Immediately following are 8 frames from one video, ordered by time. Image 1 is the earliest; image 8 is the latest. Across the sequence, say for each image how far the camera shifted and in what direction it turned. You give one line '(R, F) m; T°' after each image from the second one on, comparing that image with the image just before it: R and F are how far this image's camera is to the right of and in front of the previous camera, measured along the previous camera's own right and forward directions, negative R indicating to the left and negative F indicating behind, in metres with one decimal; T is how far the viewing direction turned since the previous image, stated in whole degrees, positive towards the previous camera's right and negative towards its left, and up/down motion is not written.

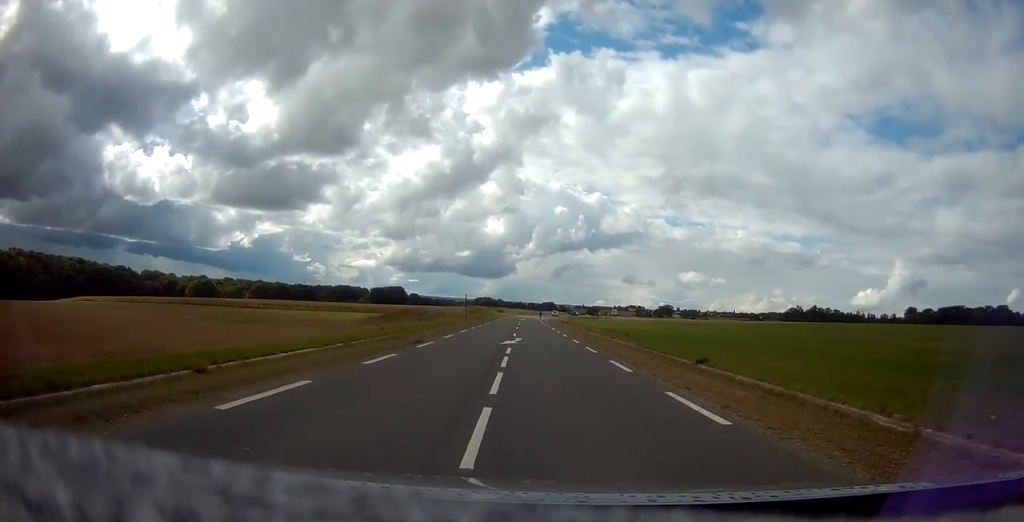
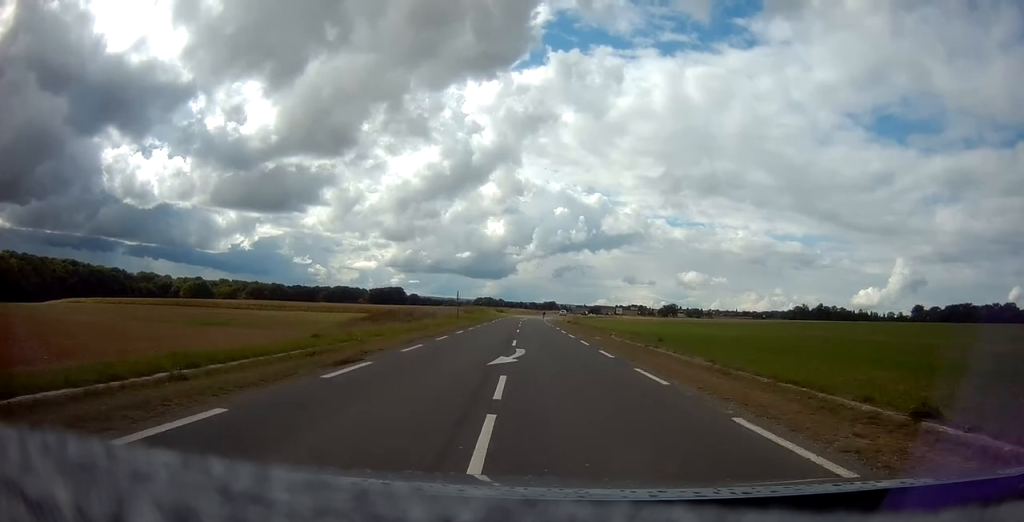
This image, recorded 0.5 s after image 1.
(-0.1, +9.5) m; 0°
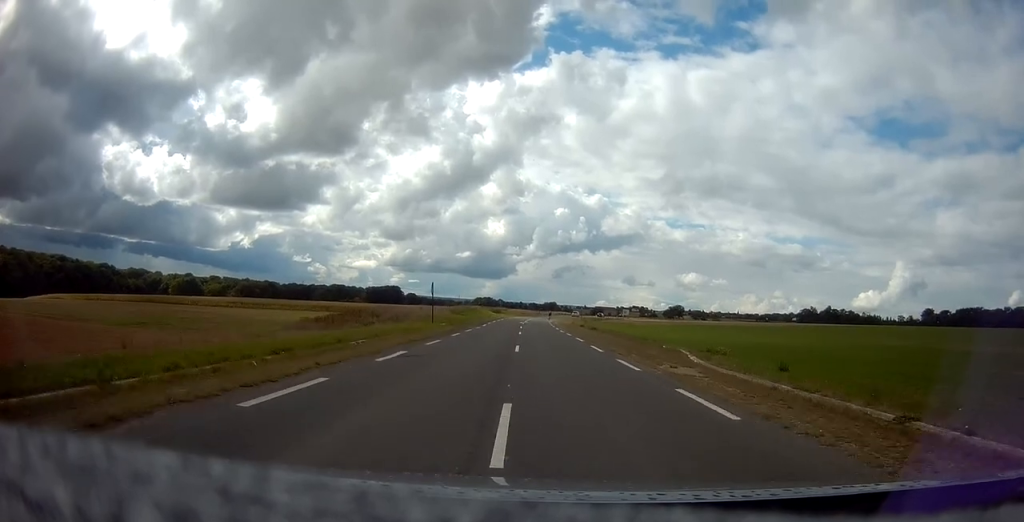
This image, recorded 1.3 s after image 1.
(+0.2, +16.2) m; 0°
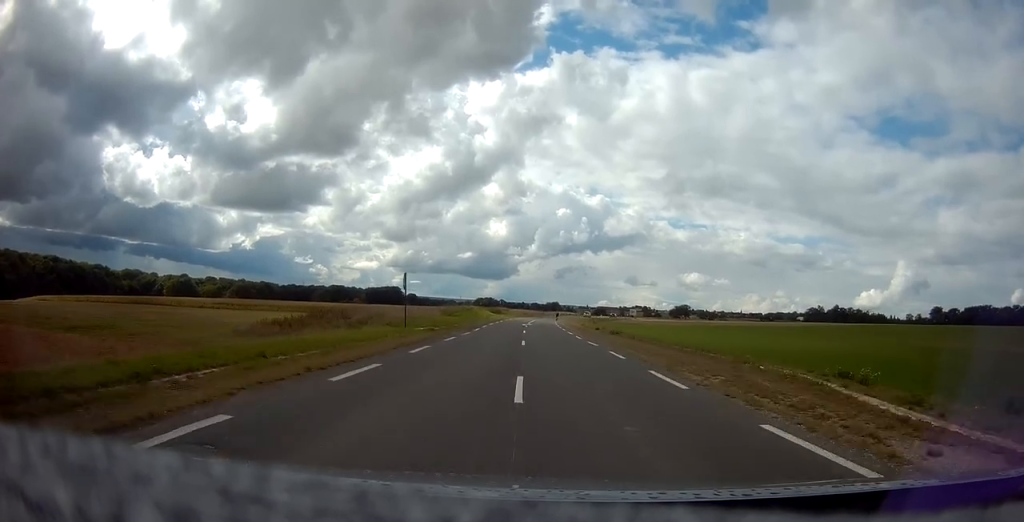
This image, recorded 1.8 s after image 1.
(-0.1, +10.1) m; 0°
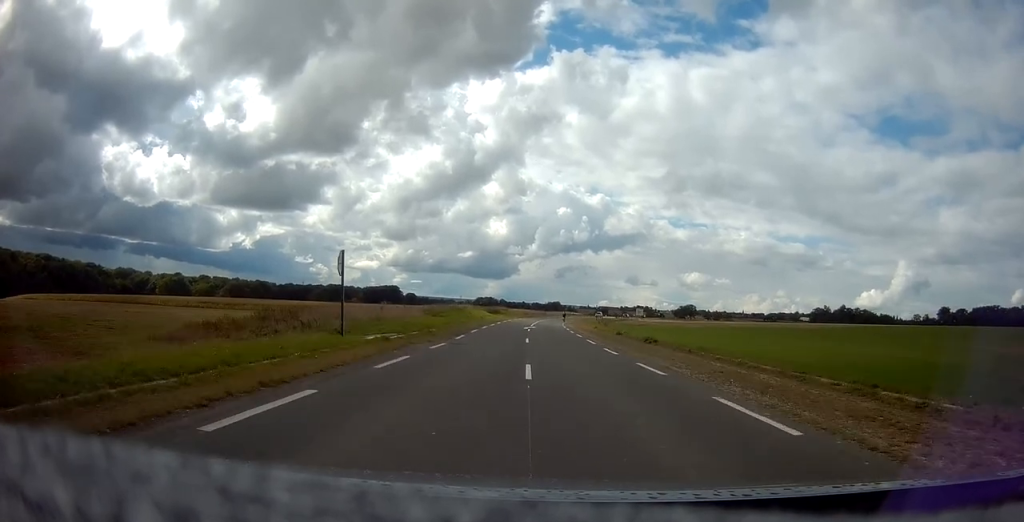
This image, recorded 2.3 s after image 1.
(-0.2, +10.7) m; 0°
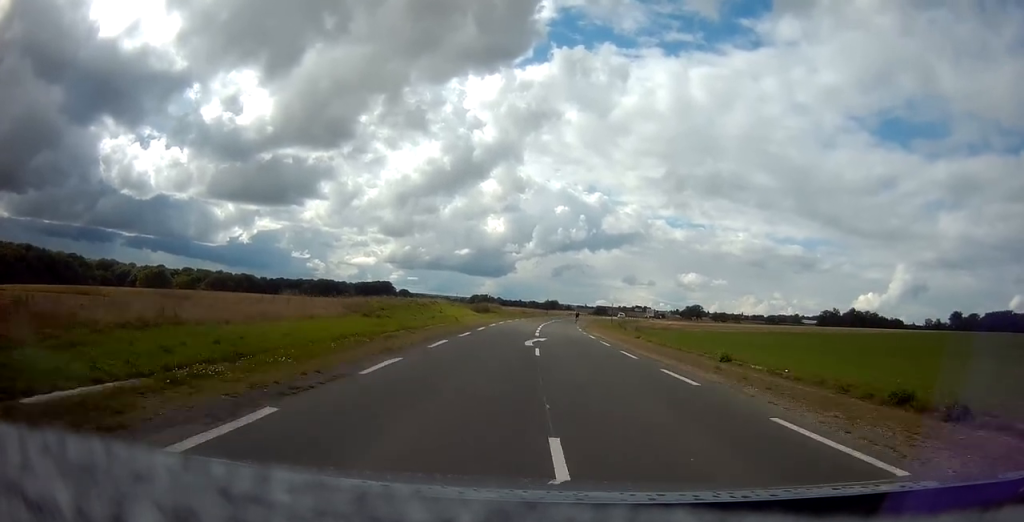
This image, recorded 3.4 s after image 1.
(+0.3, +21.2) m; +1°
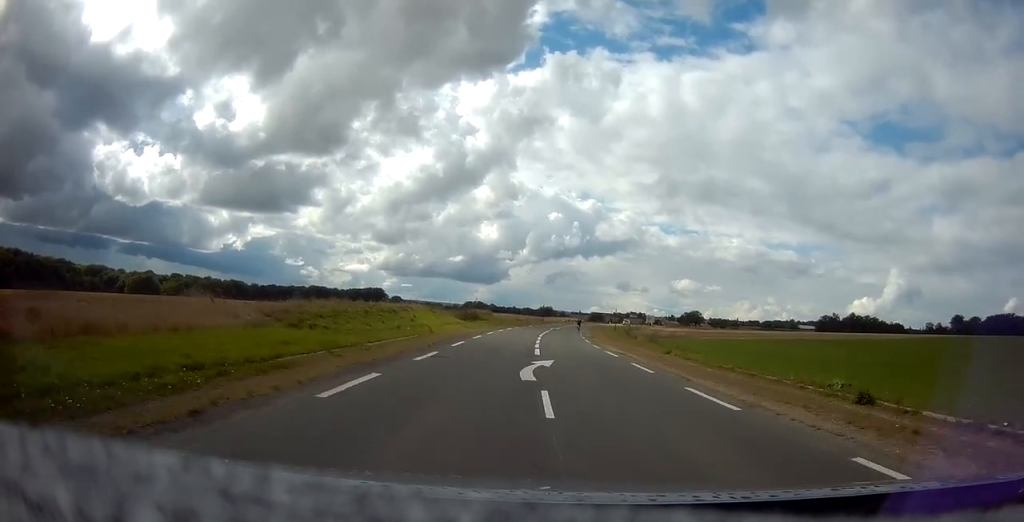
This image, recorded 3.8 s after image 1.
(0.0, +8.6) m; 0°
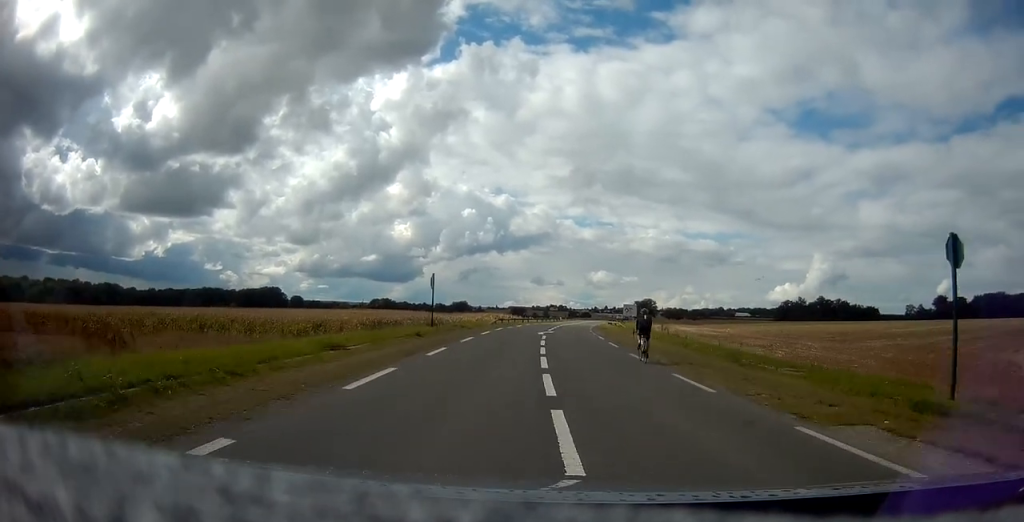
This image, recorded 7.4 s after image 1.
(+3.4, +70.3) m; +8°
